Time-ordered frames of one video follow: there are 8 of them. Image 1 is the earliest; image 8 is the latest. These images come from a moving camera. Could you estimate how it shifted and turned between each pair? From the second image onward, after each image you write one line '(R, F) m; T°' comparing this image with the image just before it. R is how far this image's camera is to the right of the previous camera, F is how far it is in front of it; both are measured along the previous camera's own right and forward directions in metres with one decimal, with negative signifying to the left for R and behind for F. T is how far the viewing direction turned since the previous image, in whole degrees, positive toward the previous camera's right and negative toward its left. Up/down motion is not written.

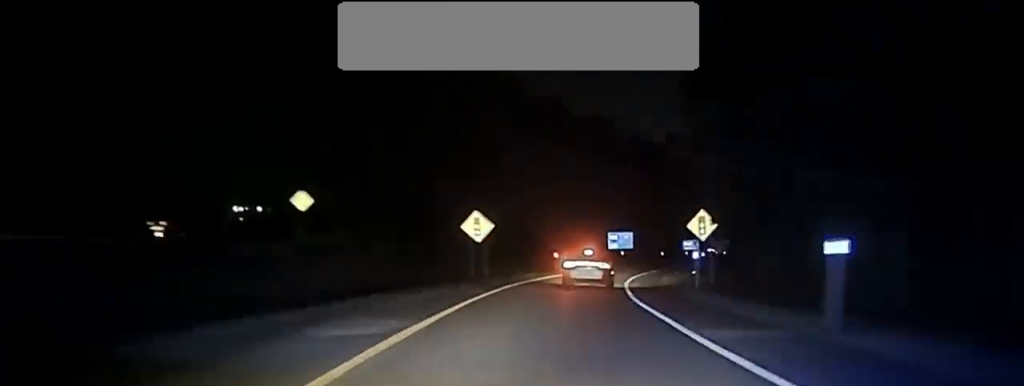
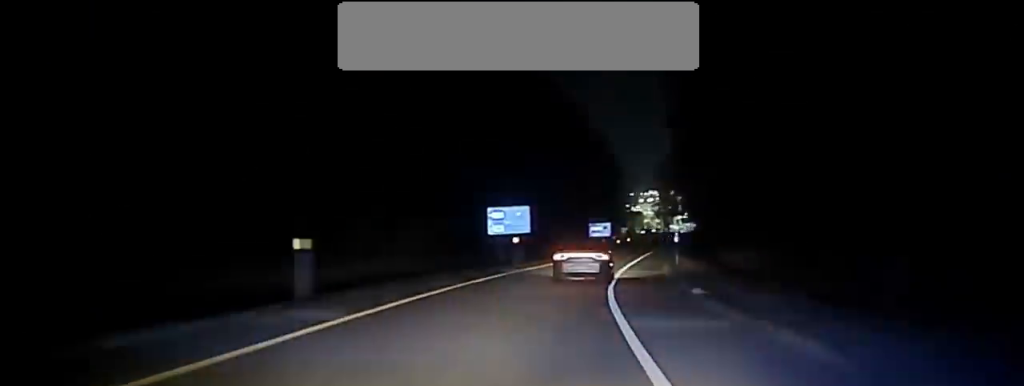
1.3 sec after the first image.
(+2.5, +56.5) m; +7°
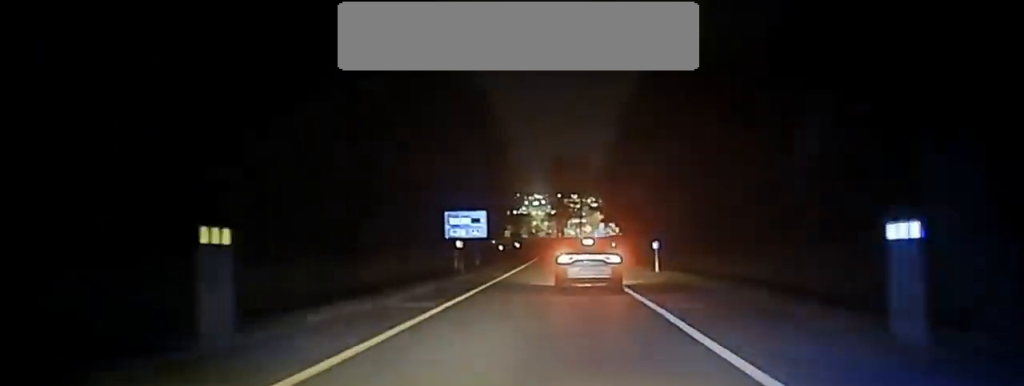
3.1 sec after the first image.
(+6.0, +72.5) m; +7°
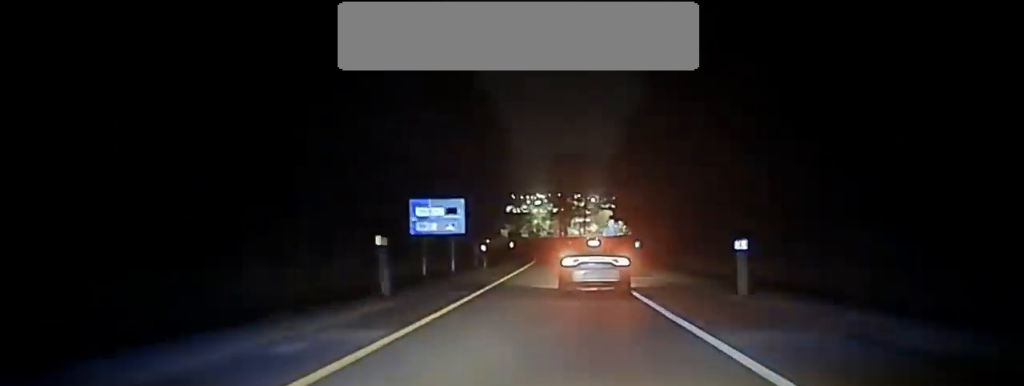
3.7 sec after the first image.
(0.0, +20.5) m; +1°
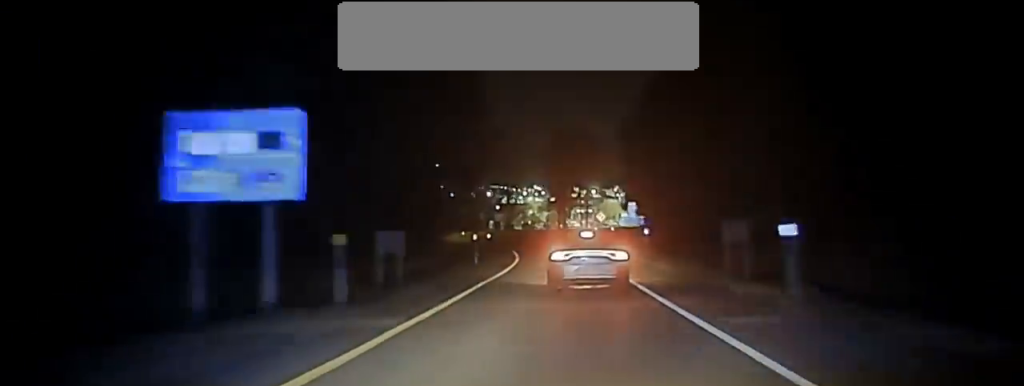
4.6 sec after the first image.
(+0.6, +34.2) m; 0°
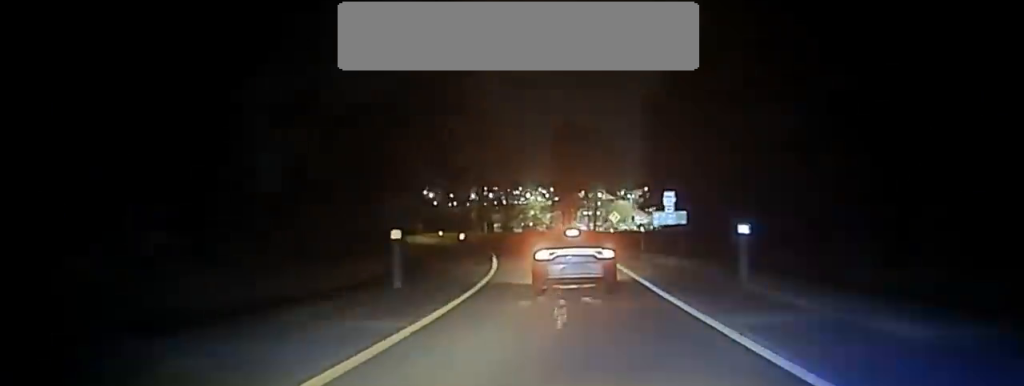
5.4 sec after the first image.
(-0.6, +22.5) m; -2°
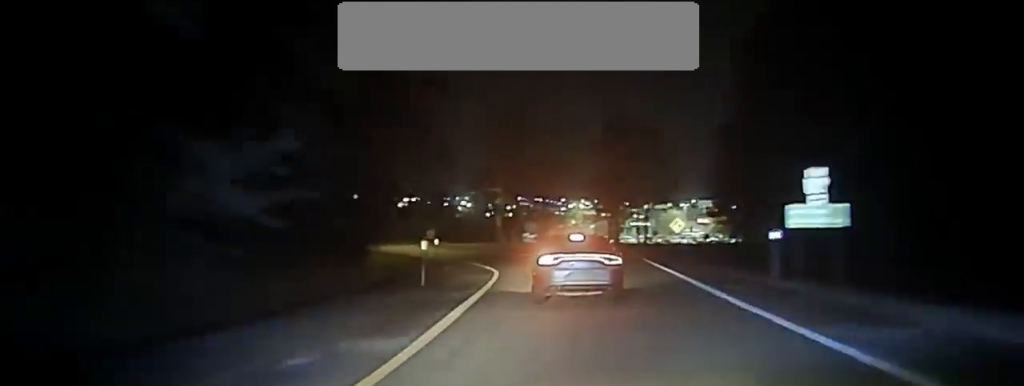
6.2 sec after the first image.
(-0.5, +24.5) m; -4°
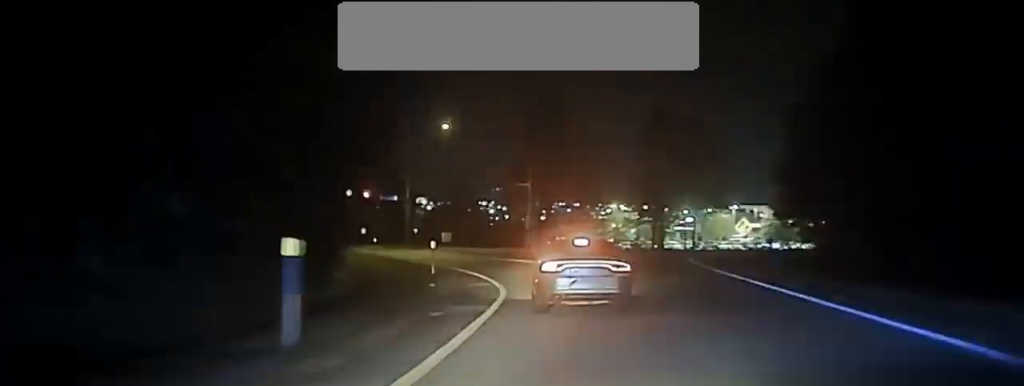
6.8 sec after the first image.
(-0.2, +15.2) m; -3°
